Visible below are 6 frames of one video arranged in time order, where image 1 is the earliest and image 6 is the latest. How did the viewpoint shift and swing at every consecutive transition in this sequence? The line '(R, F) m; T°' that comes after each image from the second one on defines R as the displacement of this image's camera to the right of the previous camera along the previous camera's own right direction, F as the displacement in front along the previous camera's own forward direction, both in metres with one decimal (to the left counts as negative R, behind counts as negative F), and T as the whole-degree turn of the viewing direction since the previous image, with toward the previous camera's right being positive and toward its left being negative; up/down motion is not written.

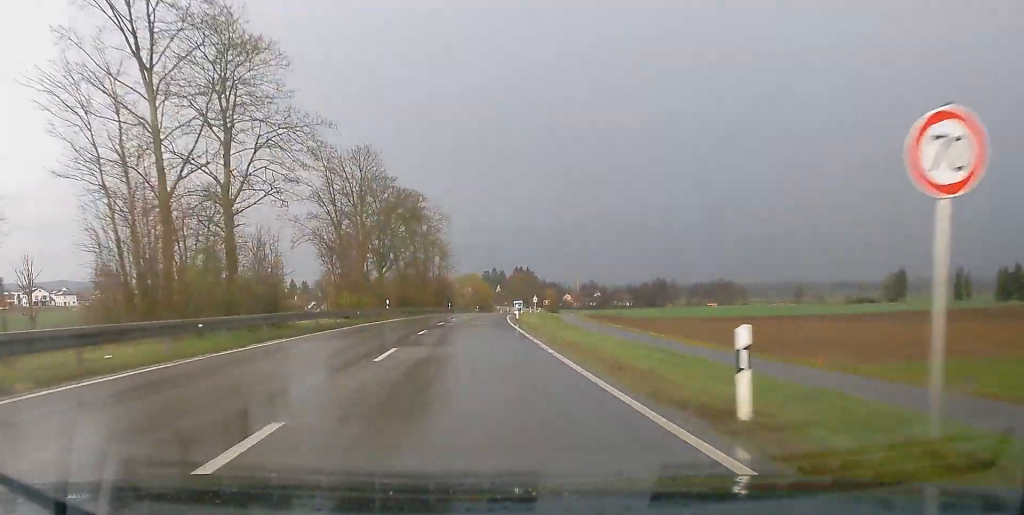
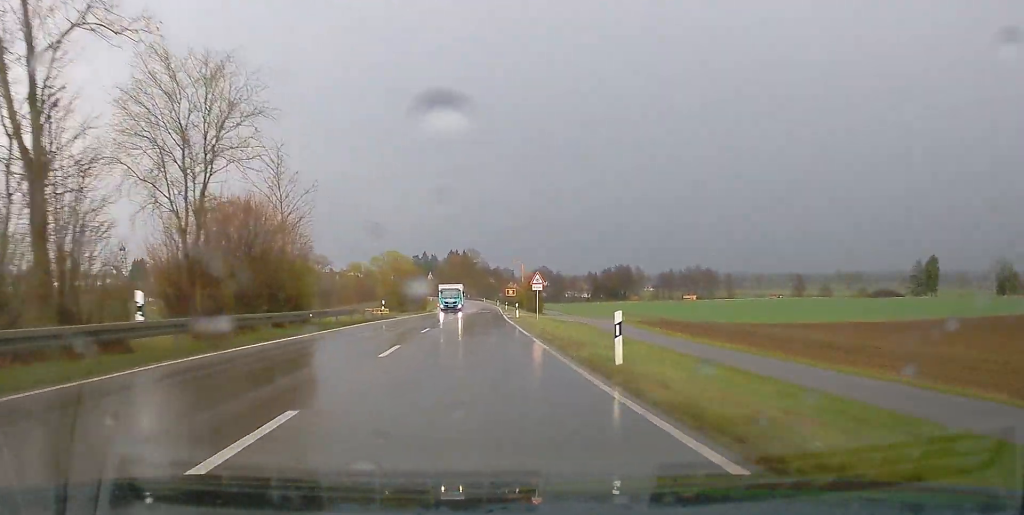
(+2.8, +84.9) m; +4°
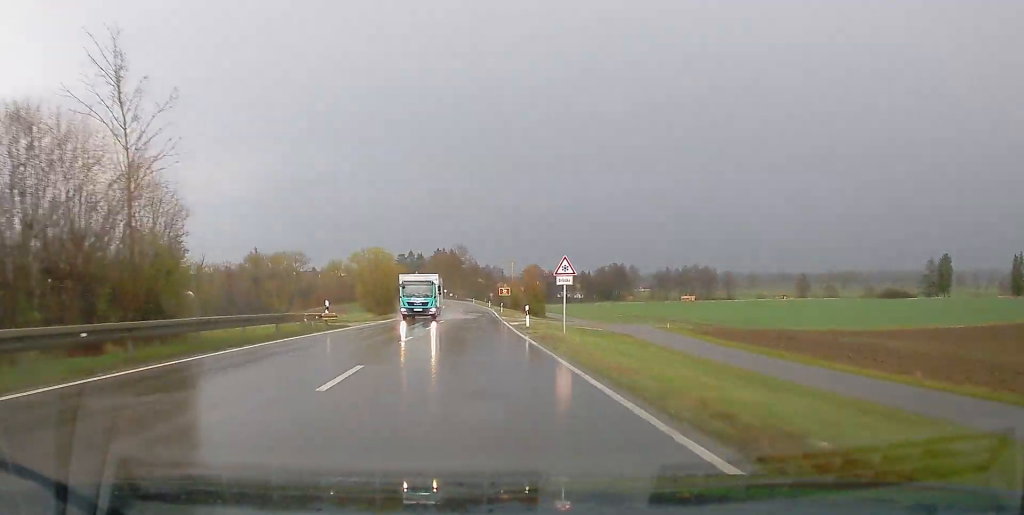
(+0.2, +17.7) m; +1°
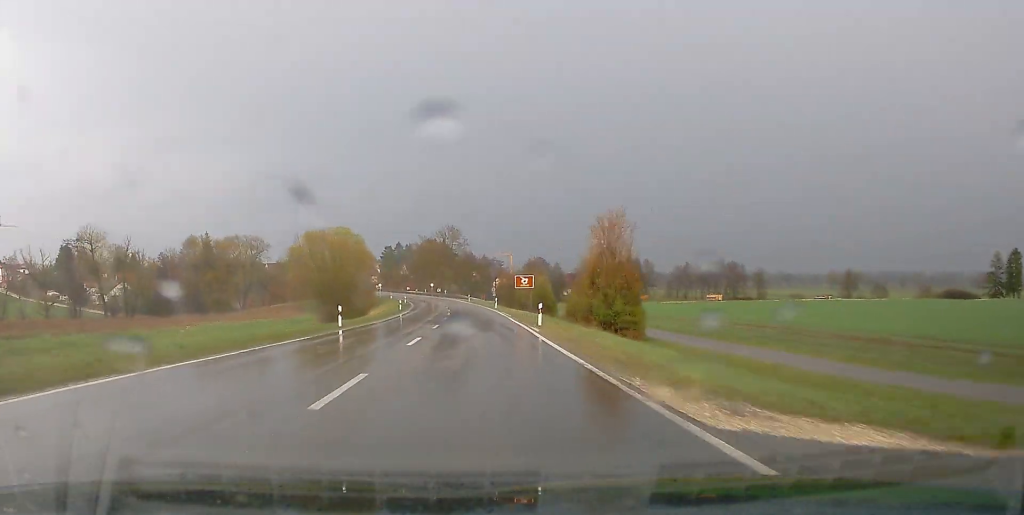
(+0.7, +48.8) m; 0°
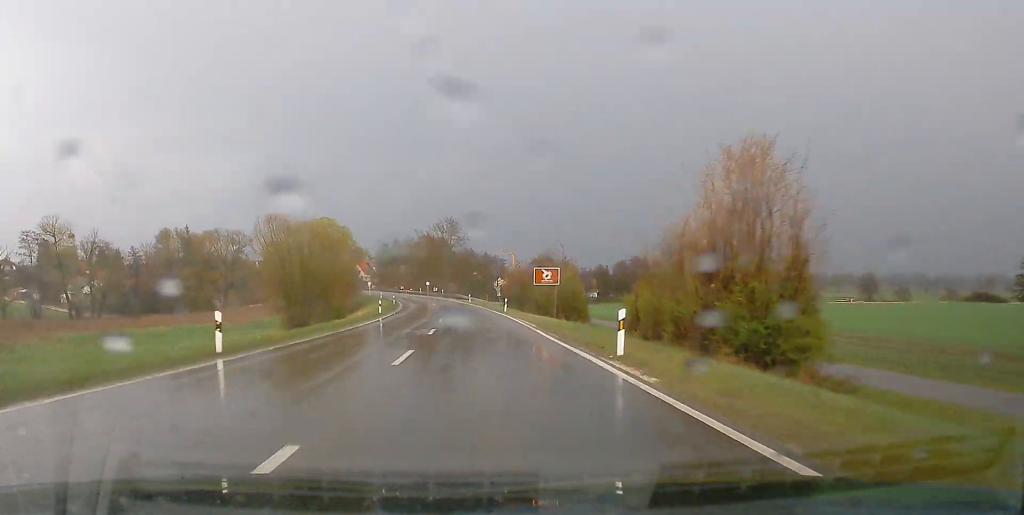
(0.0, +17.5) m; 0°
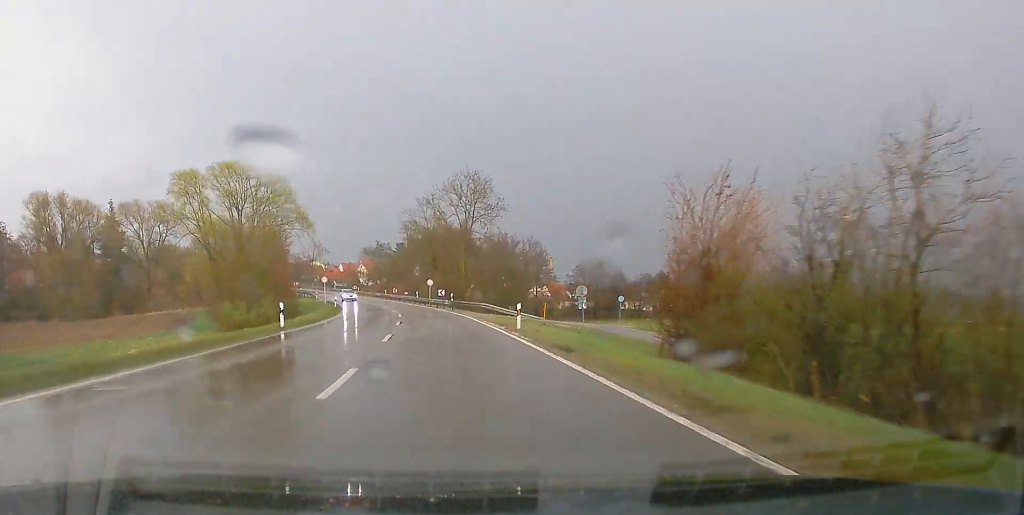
(-1.9, +64.0) m; -4°
